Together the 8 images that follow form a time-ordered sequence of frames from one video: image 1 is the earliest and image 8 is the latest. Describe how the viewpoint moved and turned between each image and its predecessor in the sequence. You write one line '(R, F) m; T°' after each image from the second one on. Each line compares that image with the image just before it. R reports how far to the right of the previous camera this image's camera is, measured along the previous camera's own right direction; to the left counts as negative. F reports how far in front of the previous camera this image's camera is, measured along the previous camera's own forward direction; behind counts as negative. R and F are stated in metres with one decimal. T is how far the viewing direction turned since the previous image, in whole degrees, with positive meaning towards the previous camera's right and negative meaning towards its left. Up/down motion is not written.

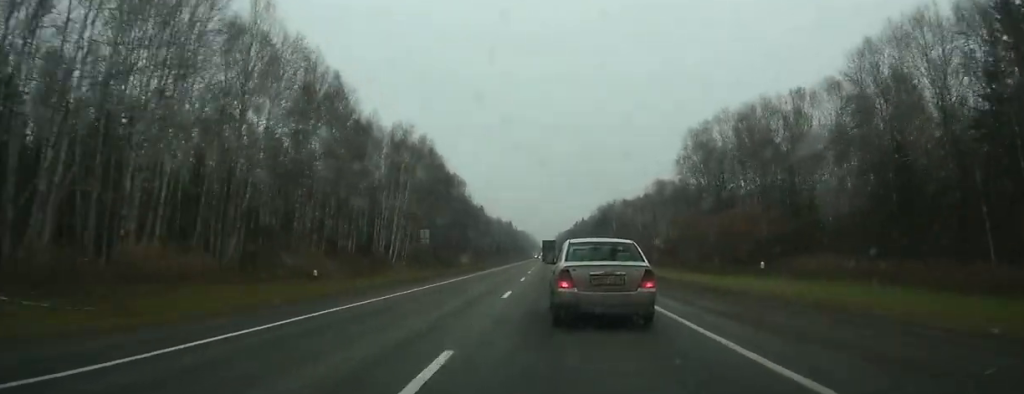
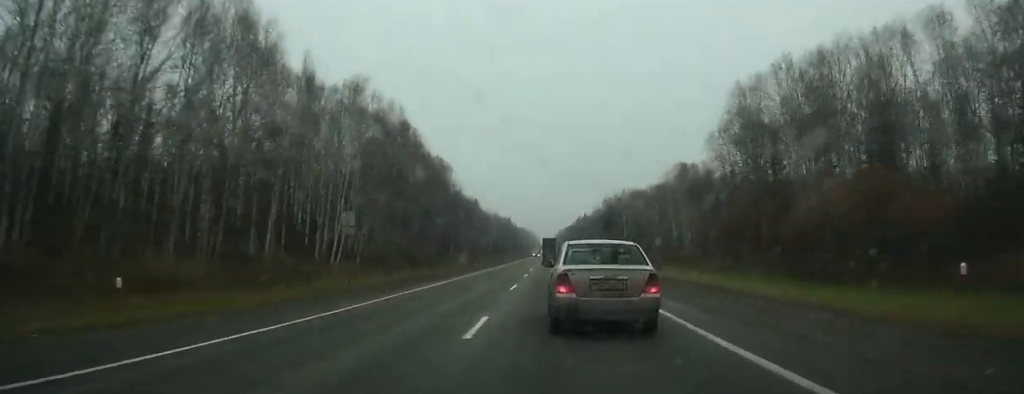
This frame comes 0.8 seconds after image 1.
(+0.1, +19.6) m; 0°
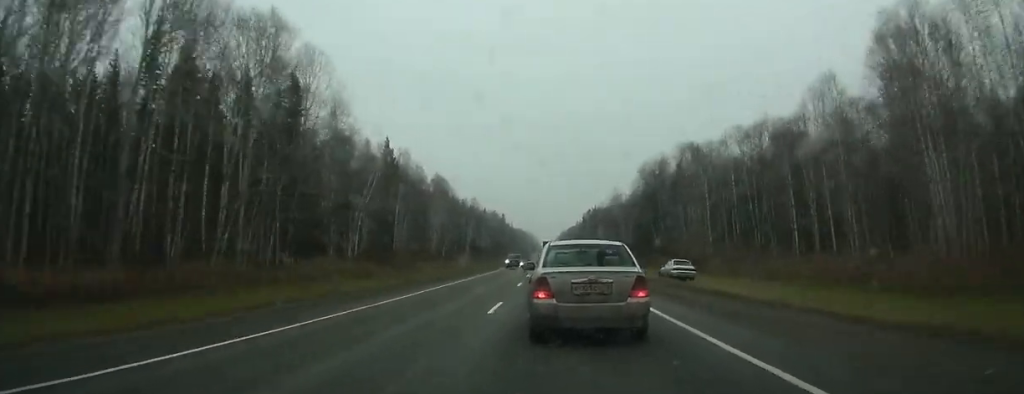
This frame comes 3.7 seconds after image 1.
(-0.7, +68.0) m; 0°
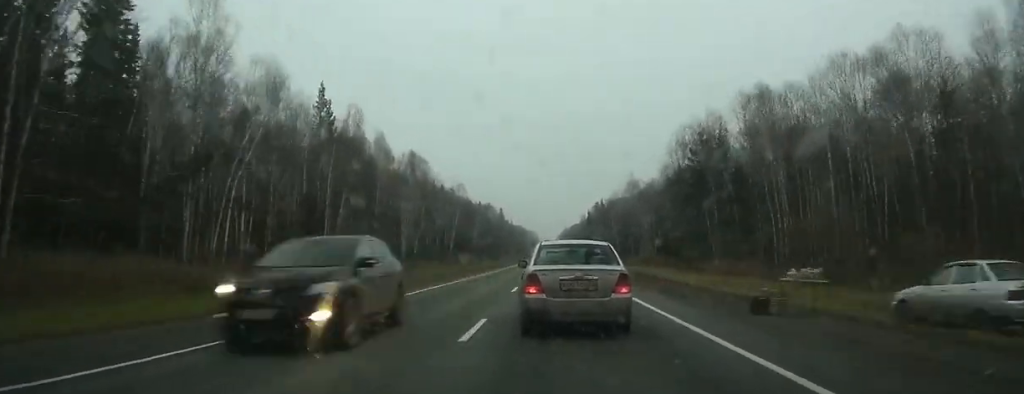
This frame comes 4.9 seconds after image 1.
(+0.1, +29.5) m; 0°
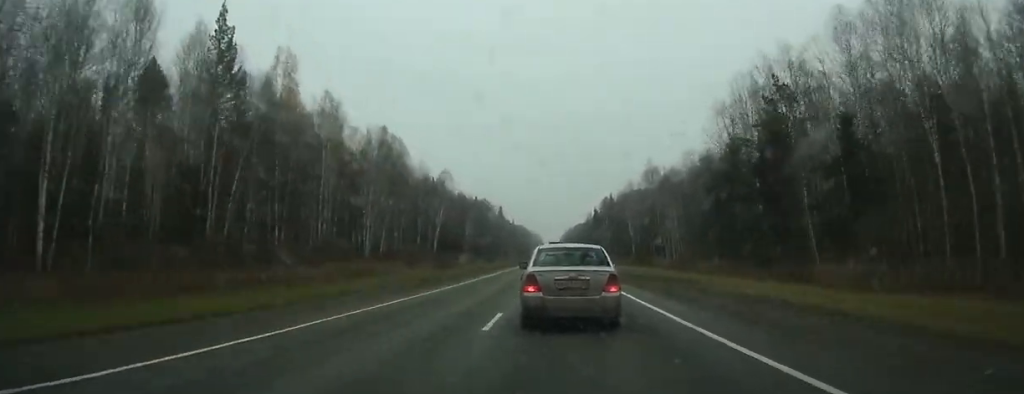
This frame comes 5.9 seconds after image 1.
(-0.1, +23.0) m; 0°
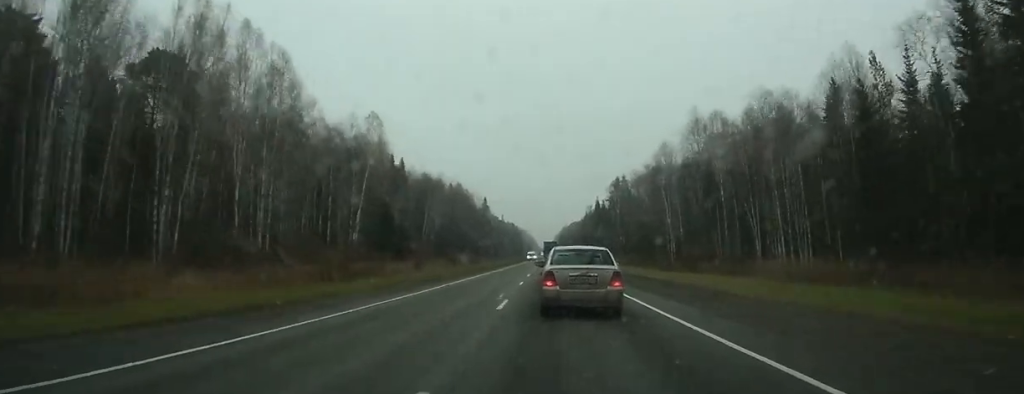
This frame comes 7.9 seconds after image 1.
(-0.1, +44.7) m; 0°
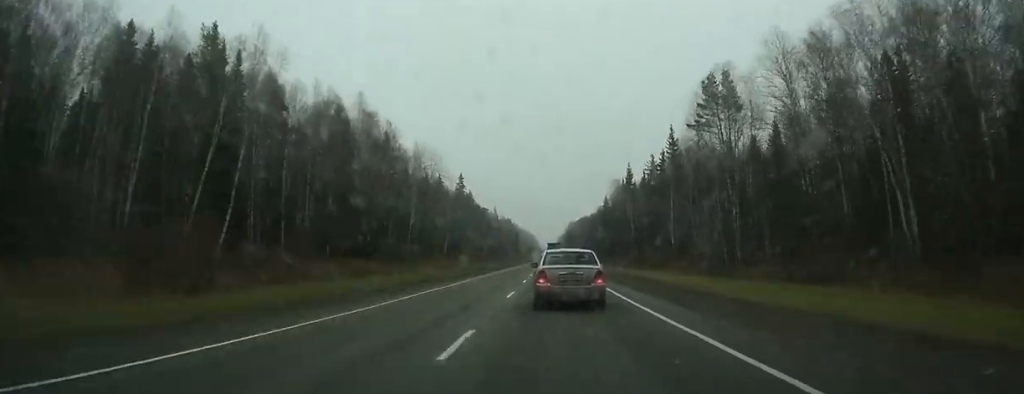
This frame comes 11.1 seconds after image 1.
(+0.6, +77.7) m; +1°
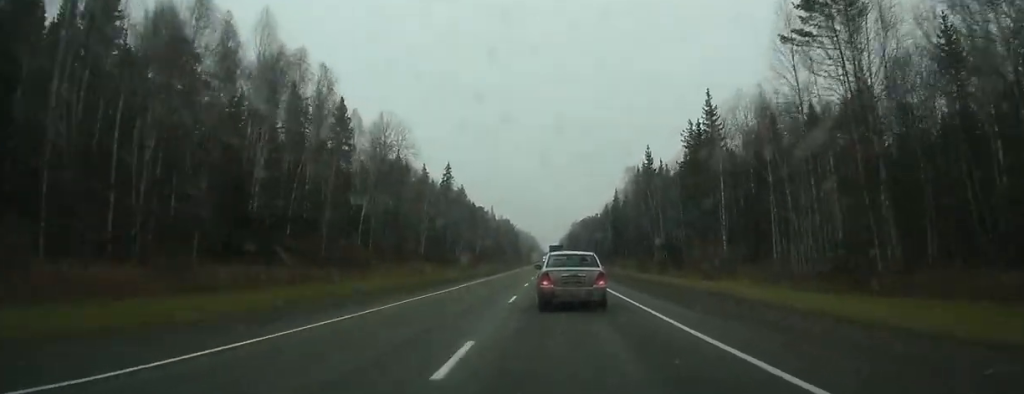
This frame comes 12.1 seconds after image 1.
(0.0, +24.8) m; 0°
